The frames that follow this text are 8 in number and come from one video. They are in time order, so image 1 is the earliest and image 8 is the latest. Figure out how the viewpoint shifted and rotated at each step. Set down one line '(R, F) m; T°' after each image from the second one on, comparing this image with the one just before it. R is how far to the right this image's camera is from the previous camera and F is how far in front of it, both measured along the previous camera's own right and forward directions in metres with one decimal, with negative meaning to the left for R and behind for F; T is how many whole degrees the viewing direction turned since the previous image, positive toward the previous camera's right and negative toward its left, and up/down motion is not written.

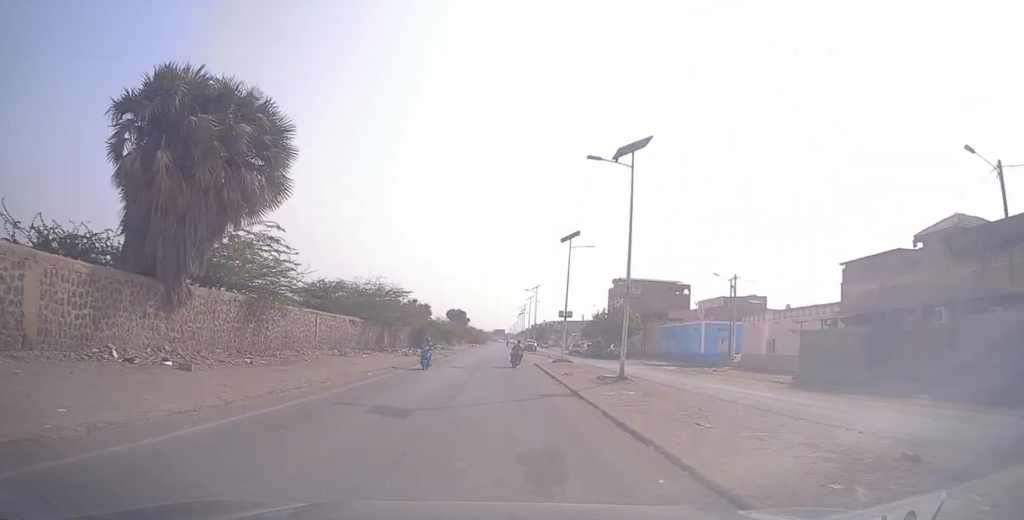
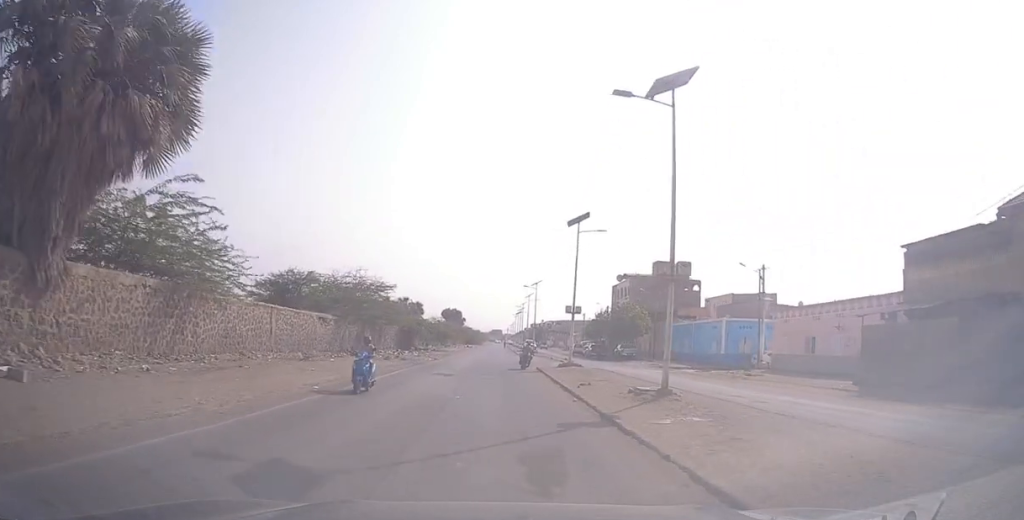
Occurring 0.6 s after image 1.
(+0.2, +6.1) m; 0°
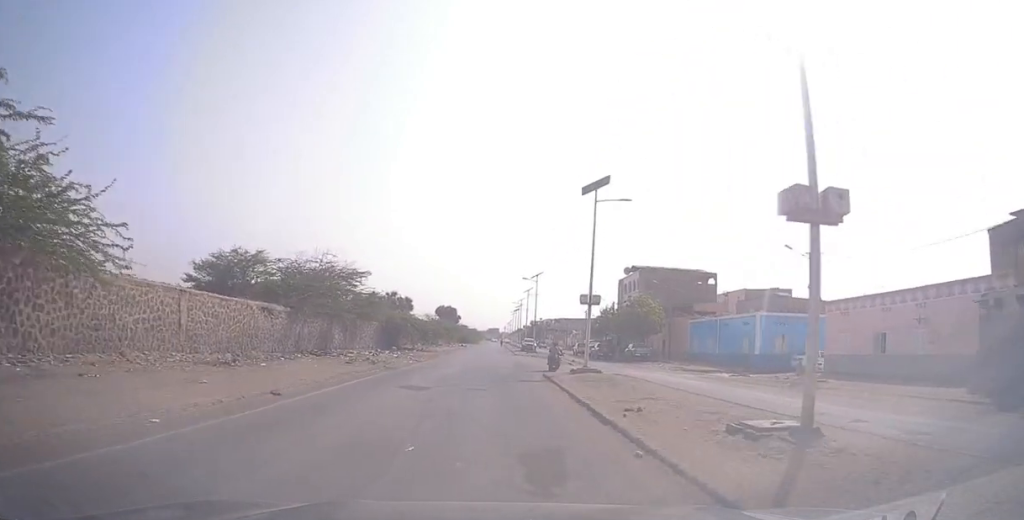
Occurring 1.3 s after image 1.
(-0.5, +7.6) m; -1°
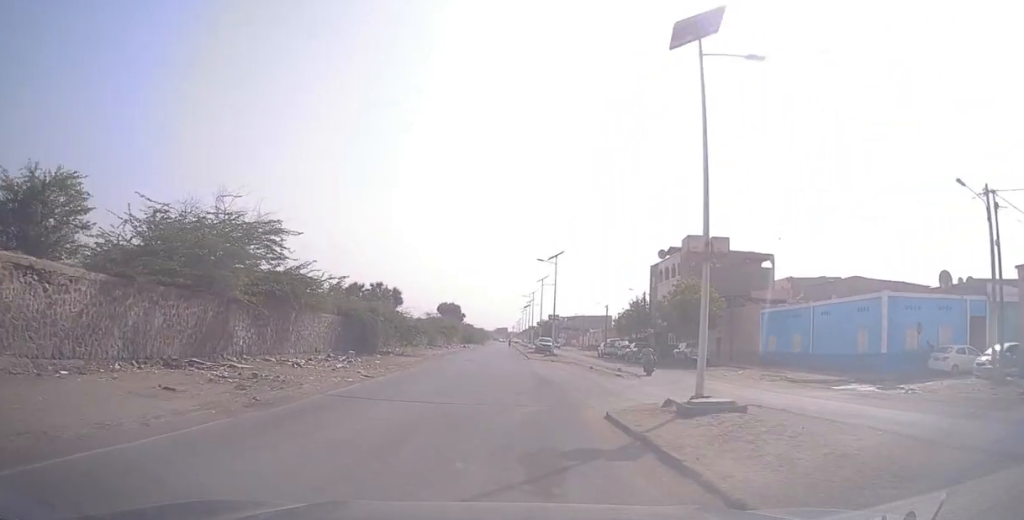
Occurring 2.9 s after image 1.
(+0.4, +14.6) m; +4°
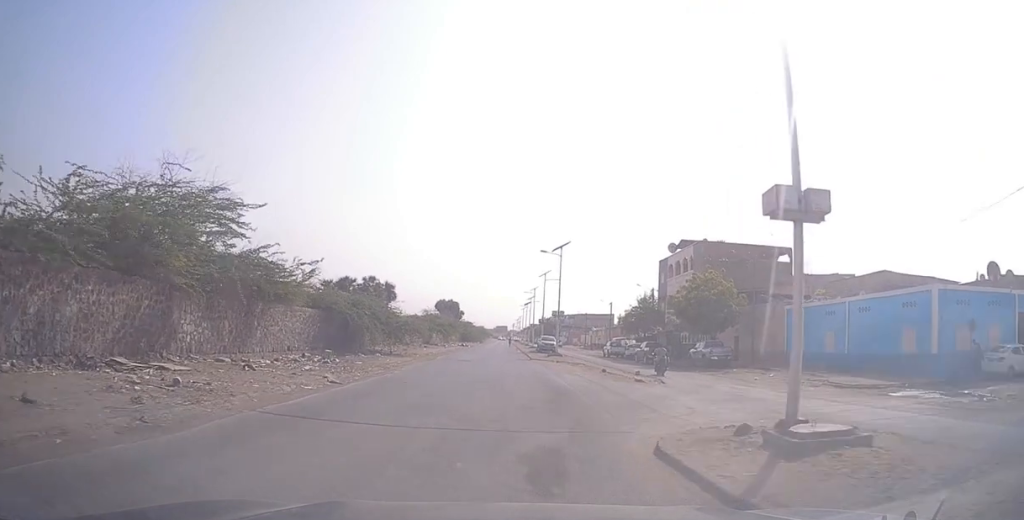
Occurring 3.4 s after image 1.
(-0.3, +4.0) m; +3°
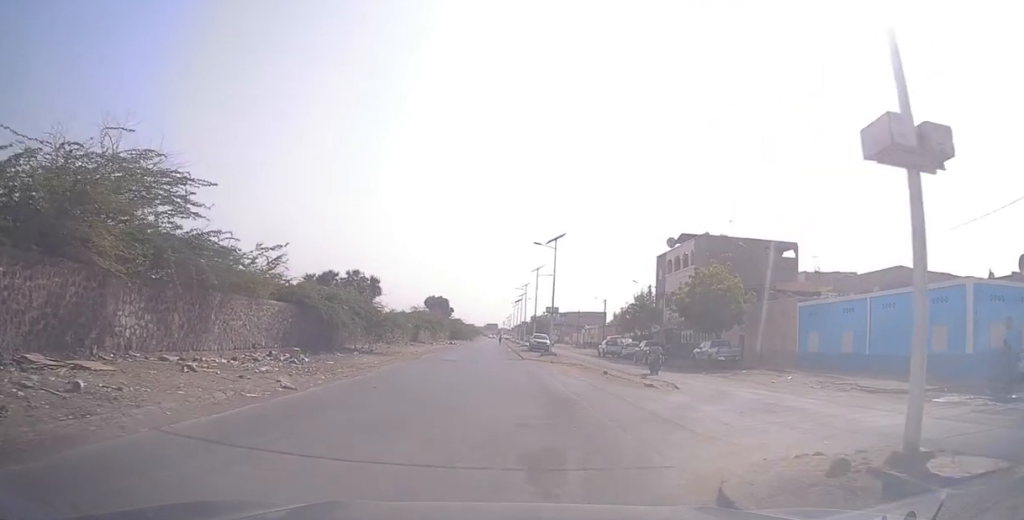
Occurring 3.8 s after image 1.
(+0.2, +2.8) m; +3°
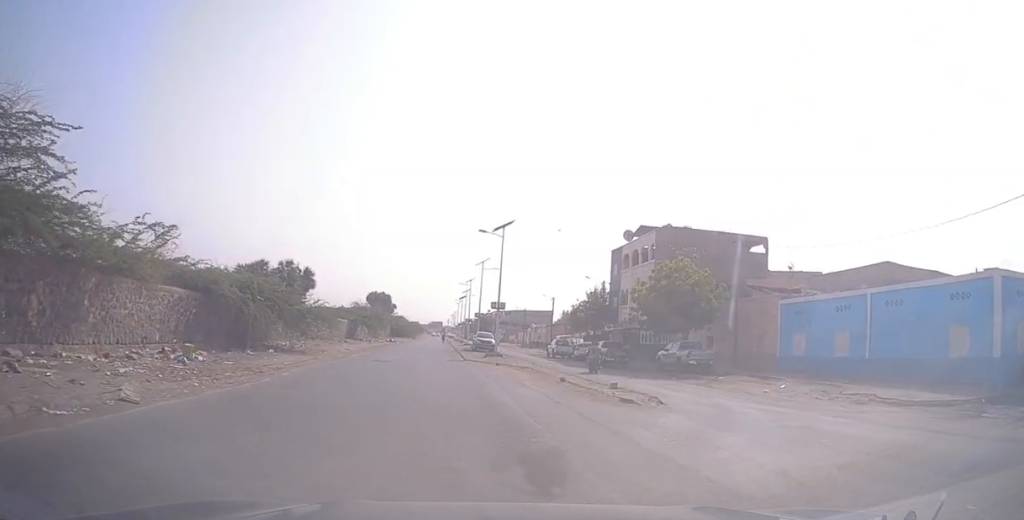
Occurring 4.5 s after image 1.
(+0.4, +4.7) m; +6°
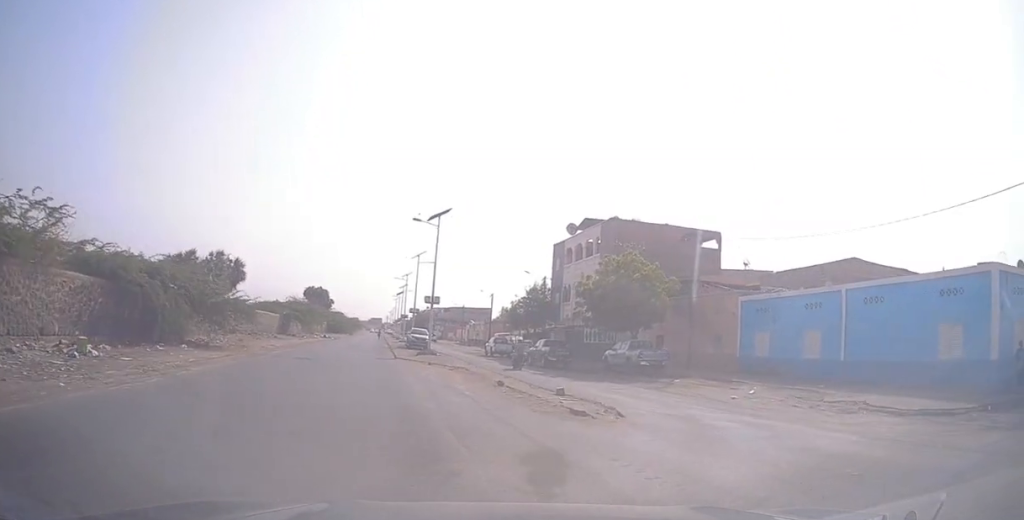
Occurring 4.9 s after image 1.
(+0.1, +2.7) m; +6°
